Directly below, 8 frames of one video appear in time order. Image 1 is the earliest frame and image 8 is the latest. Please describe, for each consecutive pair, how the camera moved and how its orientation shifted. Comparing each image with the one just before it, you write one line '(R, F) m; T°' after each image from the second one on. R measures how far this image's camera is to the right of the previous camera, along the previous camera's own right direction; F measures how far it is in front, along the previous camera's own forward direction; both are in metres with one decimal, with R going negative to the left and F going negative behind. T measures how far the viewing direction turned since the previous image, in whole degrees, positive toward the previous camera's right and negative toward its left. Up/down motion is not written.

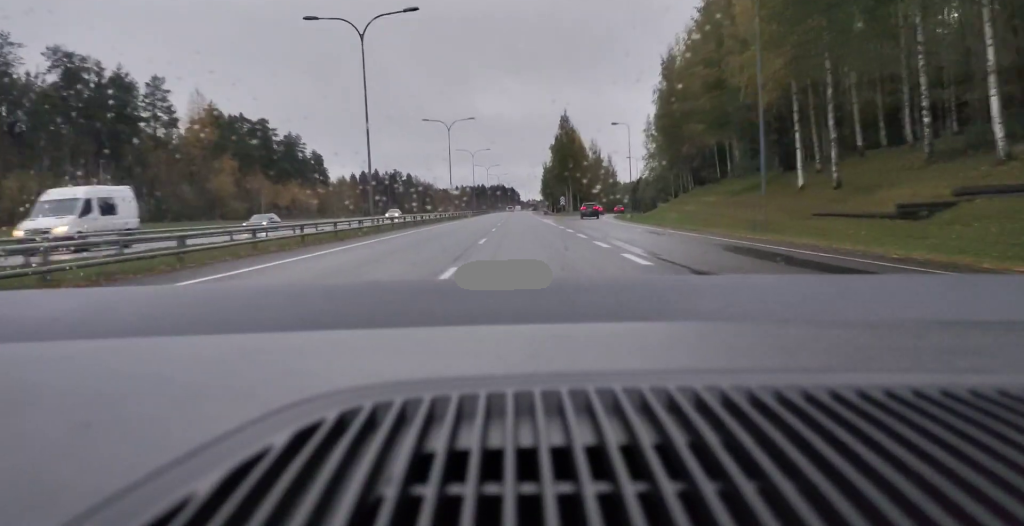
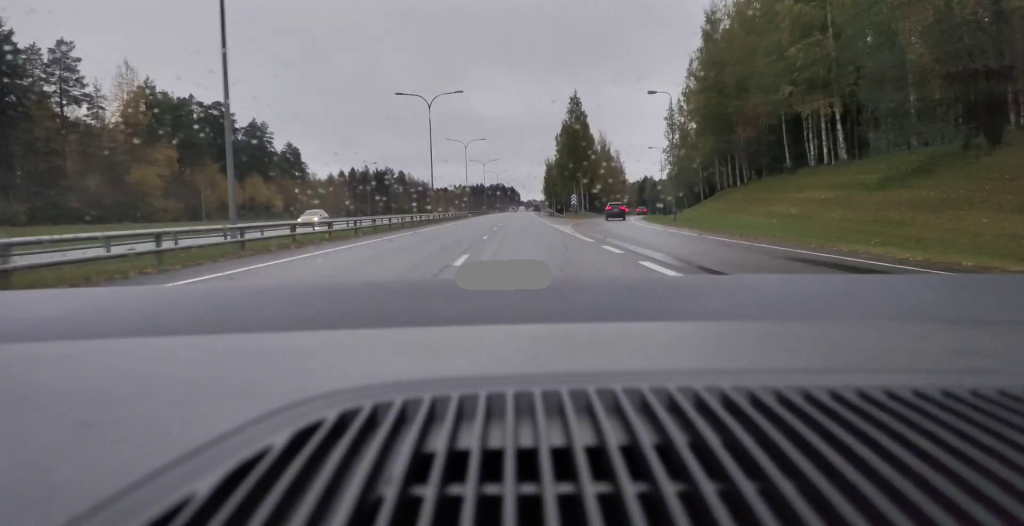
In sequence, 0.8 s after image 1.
(+0.1, +20.9) m; 0°
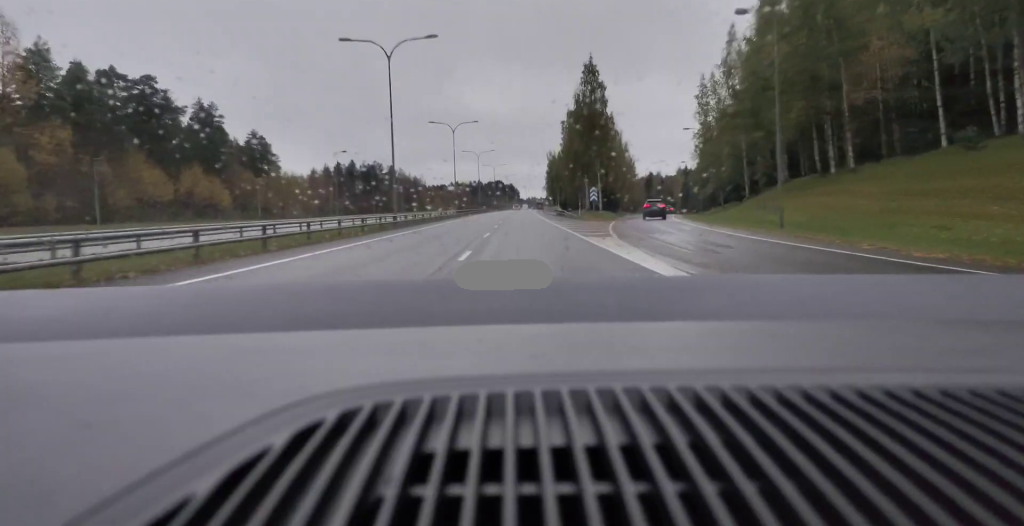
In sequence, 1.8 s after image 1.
(-0.2, +22.6) m; 0°
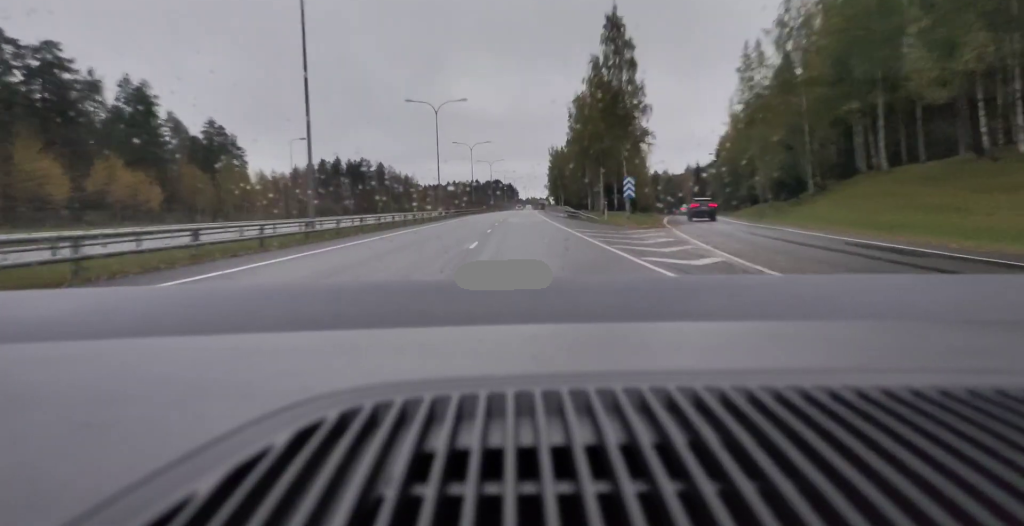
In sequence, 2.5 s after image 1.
(-0.2, +19.3) m; 0°
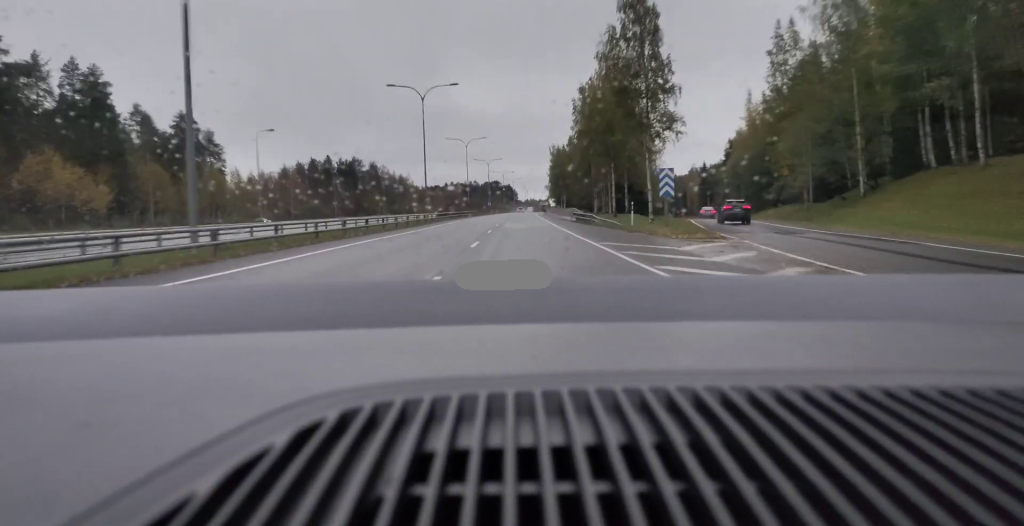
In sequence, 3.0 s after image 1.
(+0.2, +11.1) m; +1°
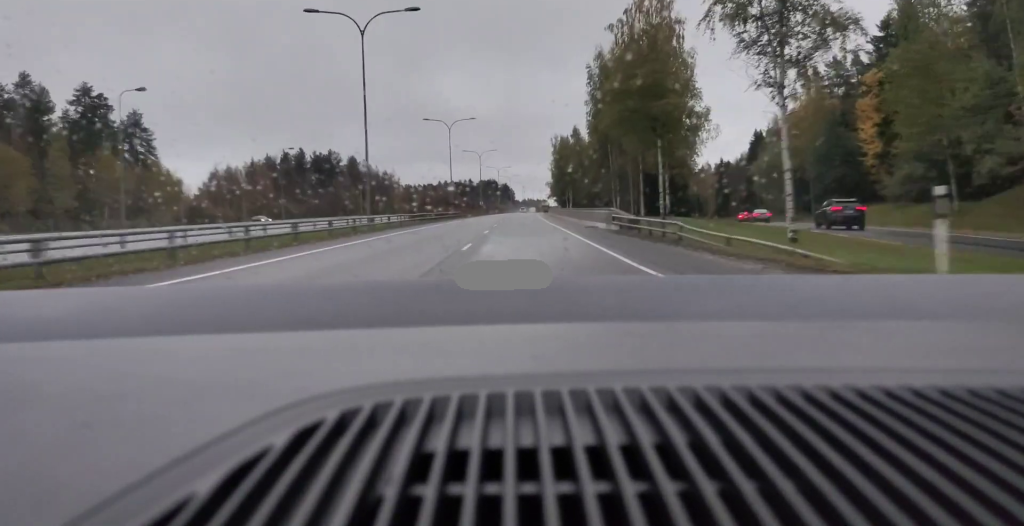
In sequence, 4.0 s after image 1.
(+0.2, +25.5) m; 0°
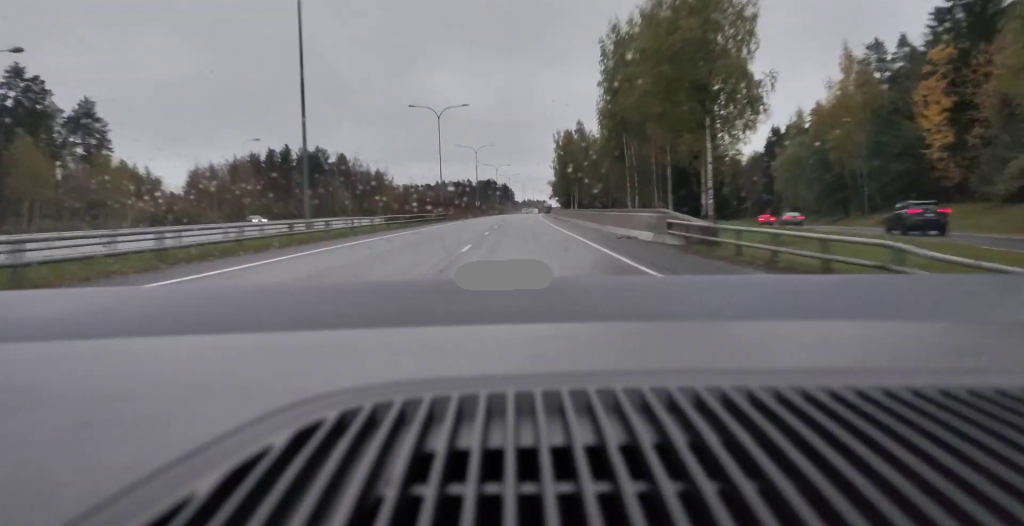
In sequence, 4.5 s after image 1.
(0.0, +12.8) m; 0°
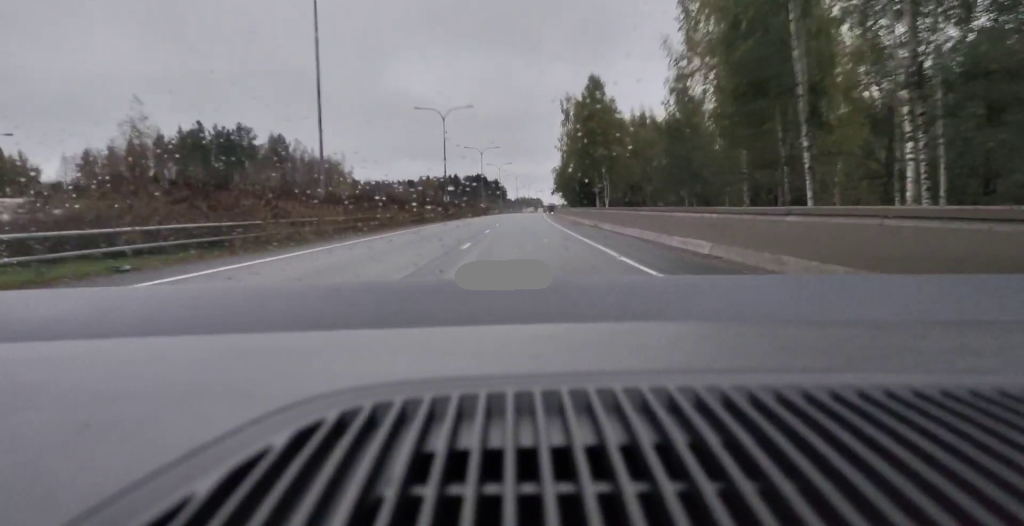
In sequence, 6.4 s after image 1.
(+0.4, +47.2) m; +1°
